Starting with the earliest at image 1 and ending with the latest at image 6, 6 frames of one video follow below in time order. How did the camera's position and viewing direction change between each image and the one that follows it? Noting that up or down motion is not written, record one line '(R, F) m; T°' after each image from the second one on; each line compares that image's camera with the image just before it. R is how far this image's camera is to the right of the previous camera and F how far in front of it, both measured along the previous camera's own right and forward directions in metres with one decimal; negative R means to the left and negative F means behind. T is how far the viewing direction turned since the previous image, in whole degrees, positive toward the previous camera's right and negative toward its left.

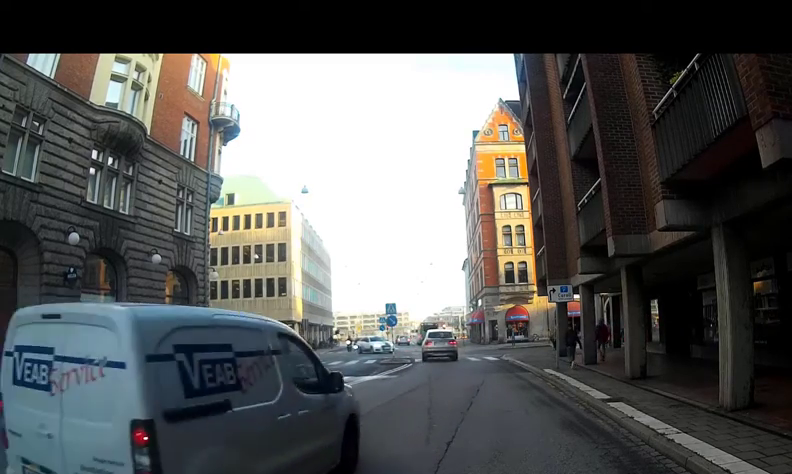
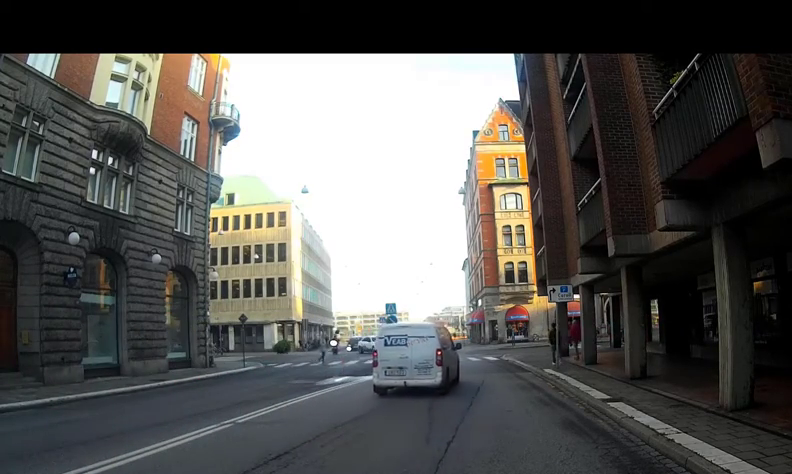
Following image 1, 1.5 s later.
(0.0, +0.5) m; 0°
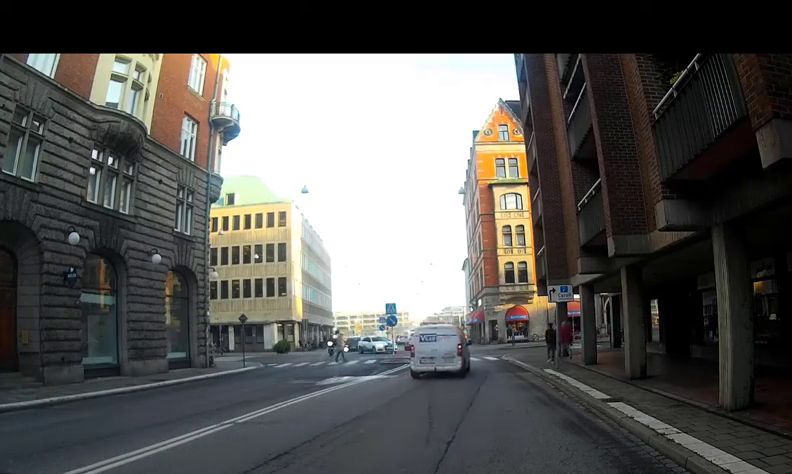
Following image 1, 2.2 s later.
(0.0, 0.0) m; 0°
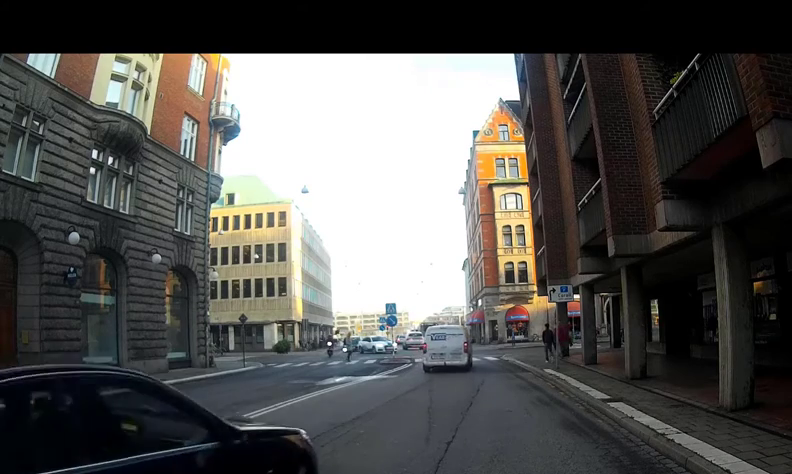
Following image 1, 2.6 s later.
(0.0, 0.0) m; 0°
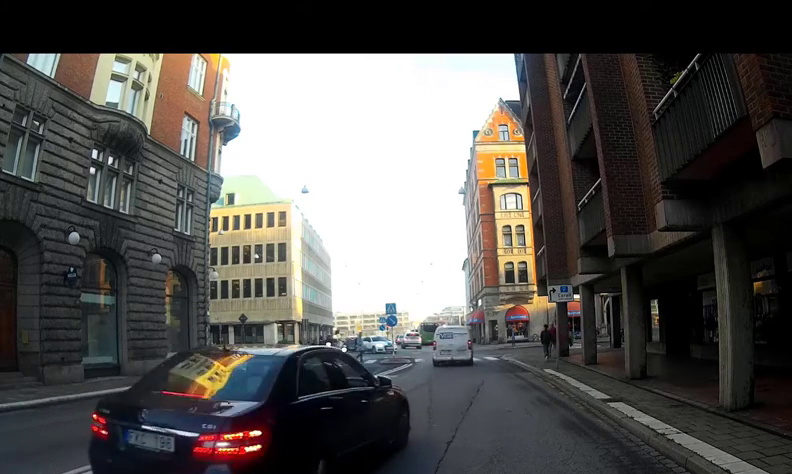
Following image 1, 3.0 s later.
(0.0, 0.0) m; 0°
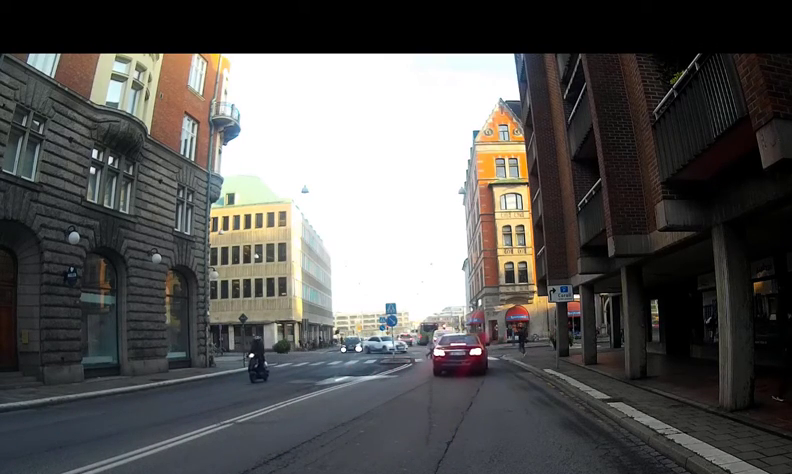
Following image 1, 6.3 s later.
(0.0, 0.0) m; 0°
